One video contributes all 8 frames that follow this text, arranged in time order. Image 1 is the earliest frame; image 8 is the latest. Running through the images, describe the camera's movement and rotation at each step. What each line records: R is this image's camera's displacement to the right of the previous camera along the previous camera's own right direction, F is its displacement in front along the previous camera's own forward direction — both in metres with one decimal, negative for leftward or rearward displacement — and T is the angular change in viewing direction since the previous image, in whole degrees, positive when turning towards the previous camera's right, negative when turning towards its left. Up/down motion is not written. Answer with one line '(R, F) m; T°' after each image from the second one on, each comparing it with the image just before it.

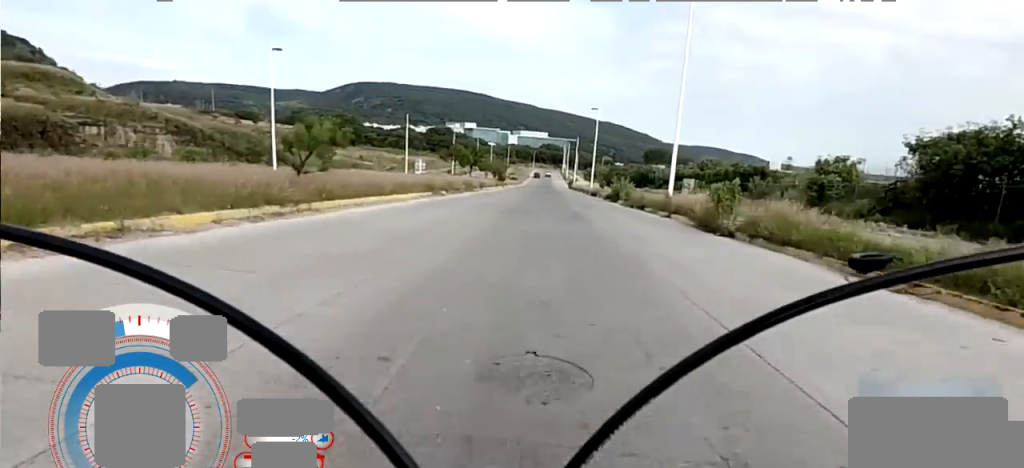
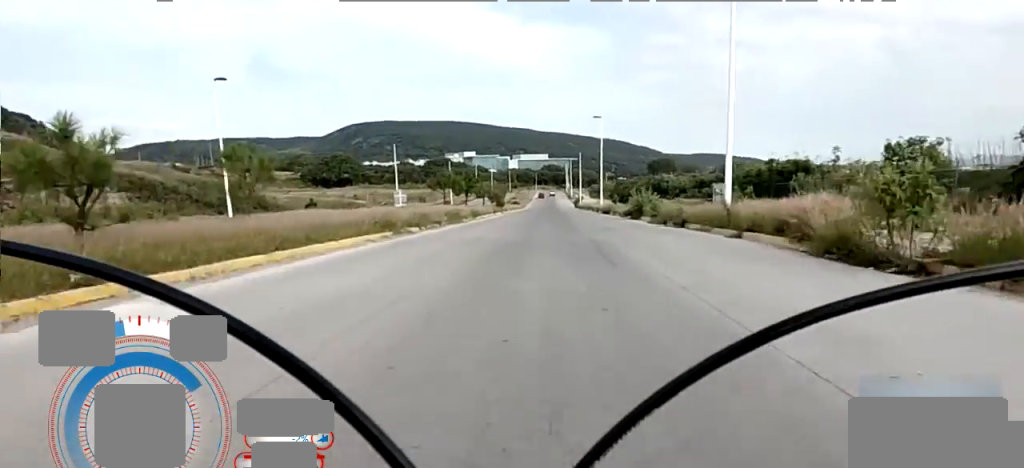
(0.0, +6.7) m; 0°
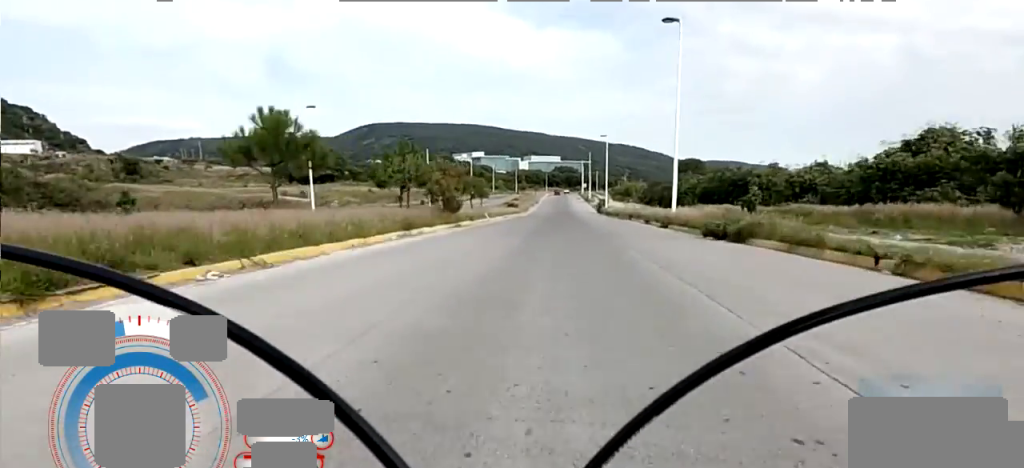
(-0.1, +30.1) m; -1°
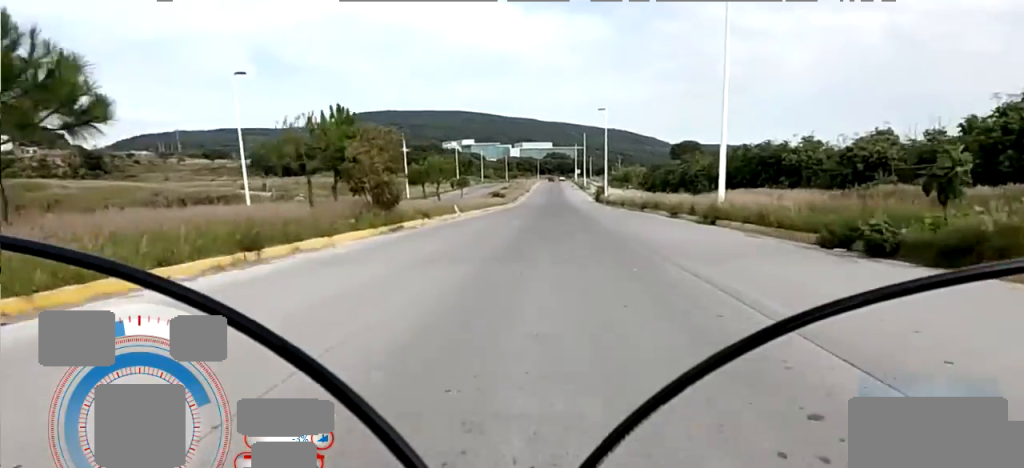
(-0.1, +8.8) m; -1°
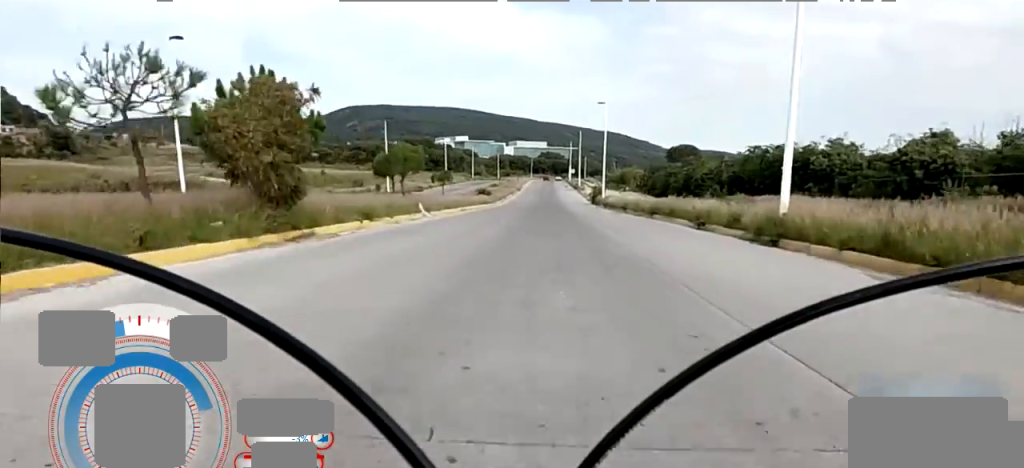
(0.0, +5.7) m; 0°
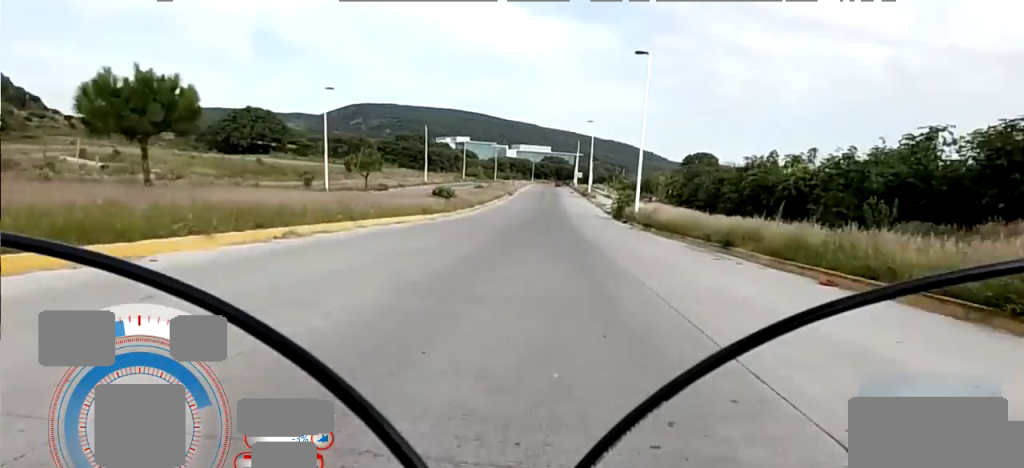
(0.0, +20.8) m; 0°
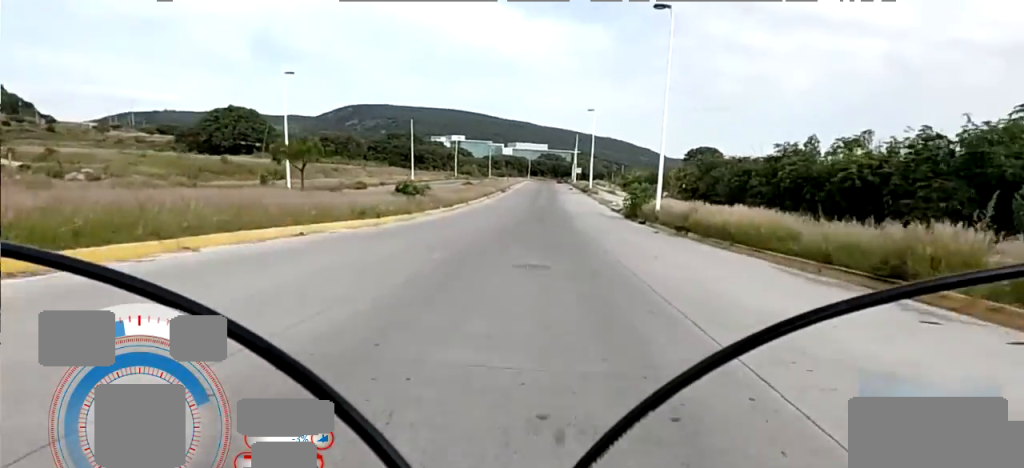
(0.0, +7.0) m; 0°
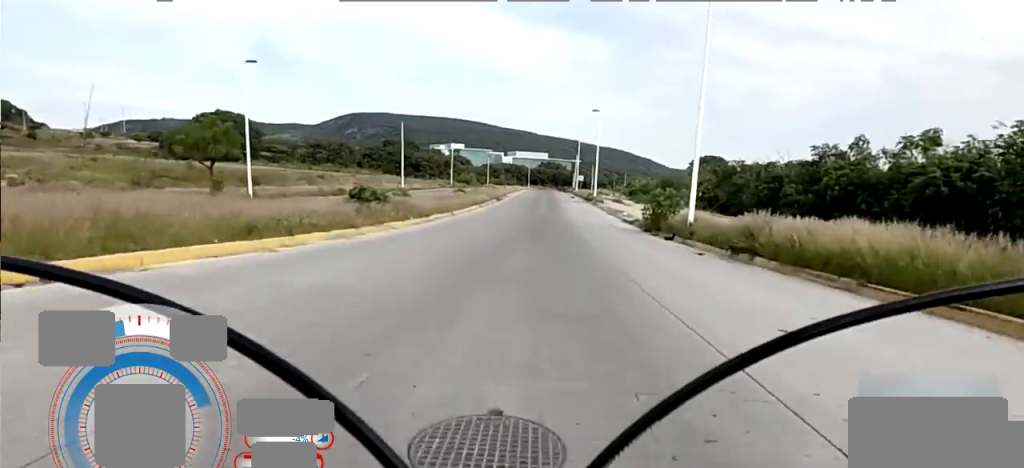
(0.0, +5.7) m; 0°
